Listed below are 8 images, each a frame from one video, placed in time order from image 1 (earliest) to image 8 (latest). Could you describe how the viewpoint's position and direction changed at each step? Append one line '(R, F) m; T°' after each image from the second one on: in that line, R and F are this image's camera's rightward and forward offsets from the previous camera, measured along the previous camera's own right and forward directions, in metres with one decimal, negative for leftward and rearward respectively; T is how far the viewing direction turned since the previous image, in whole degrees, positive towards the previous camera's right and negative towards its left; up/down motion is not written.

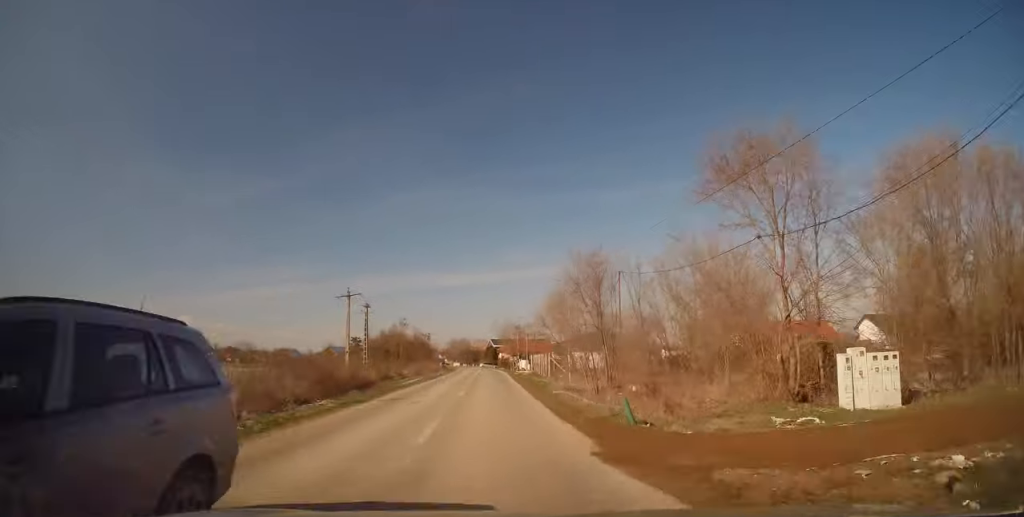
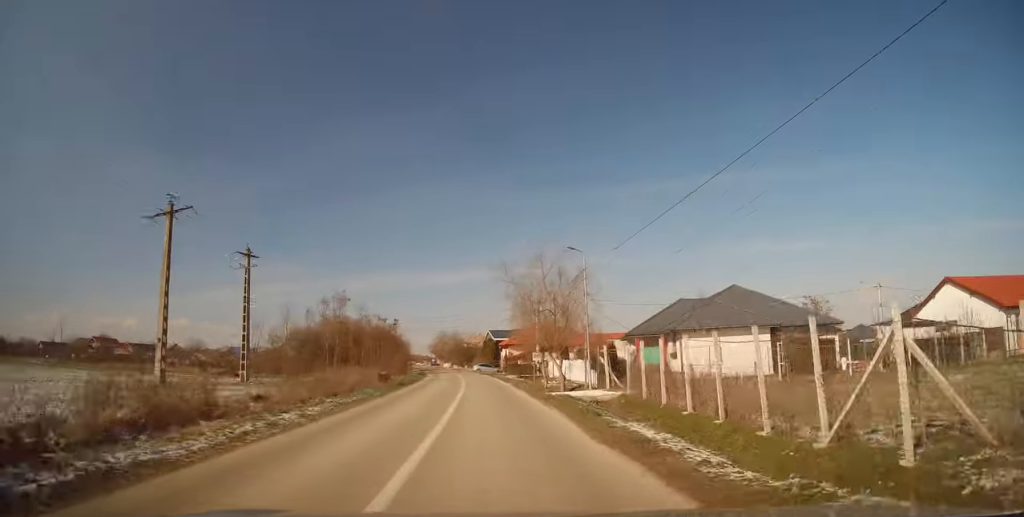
(0.0, +41.7) m; -1°
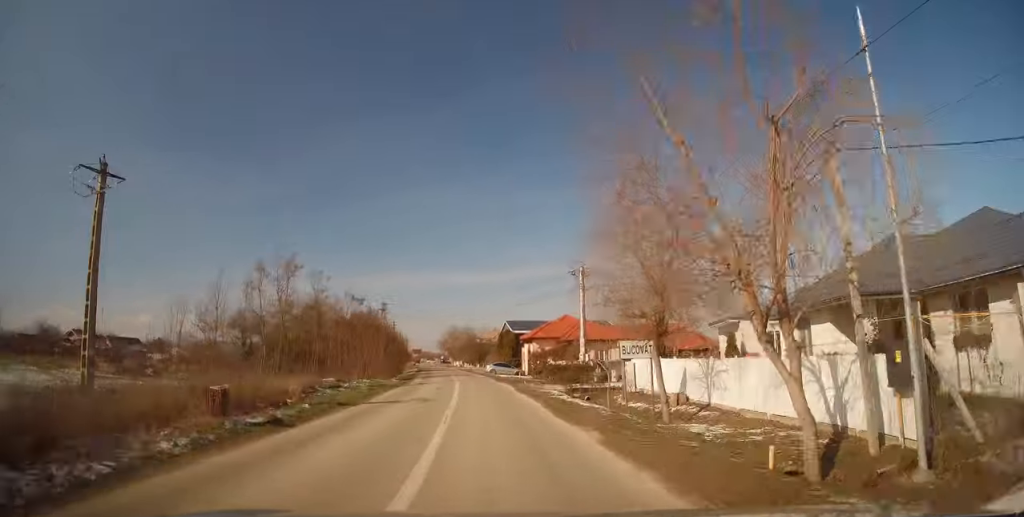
(-0.1, +19.8) m; -2°
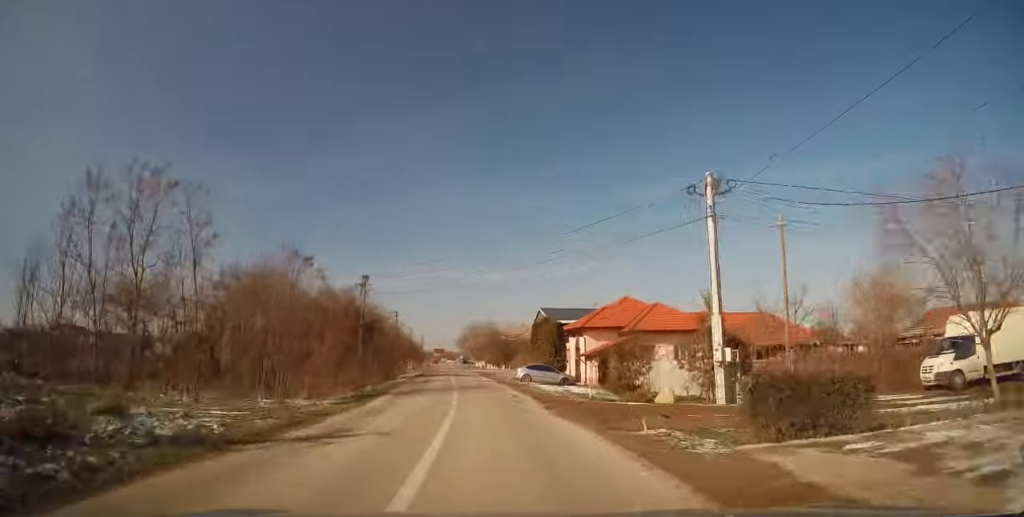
(-0.5, +19.6) m; -3°
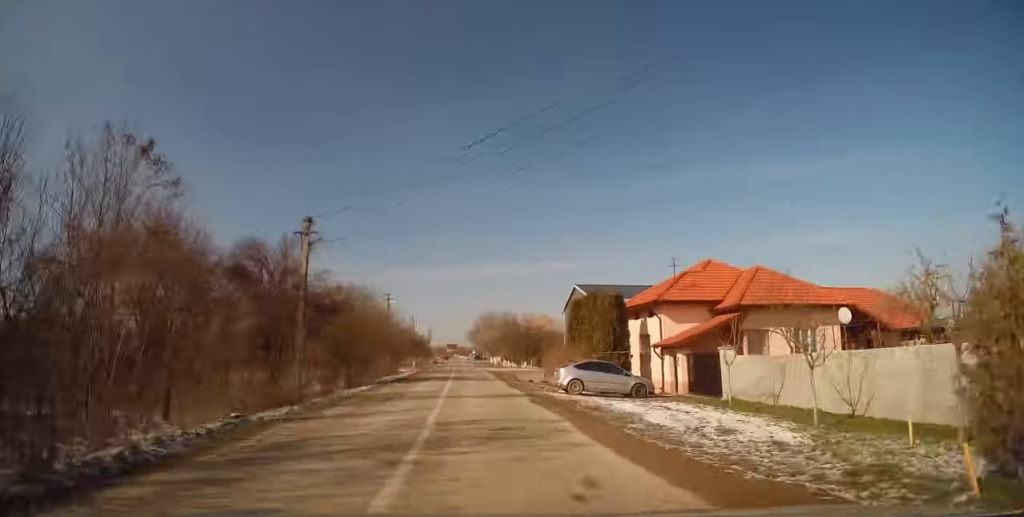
(-0.3, +15.7) m; -1°
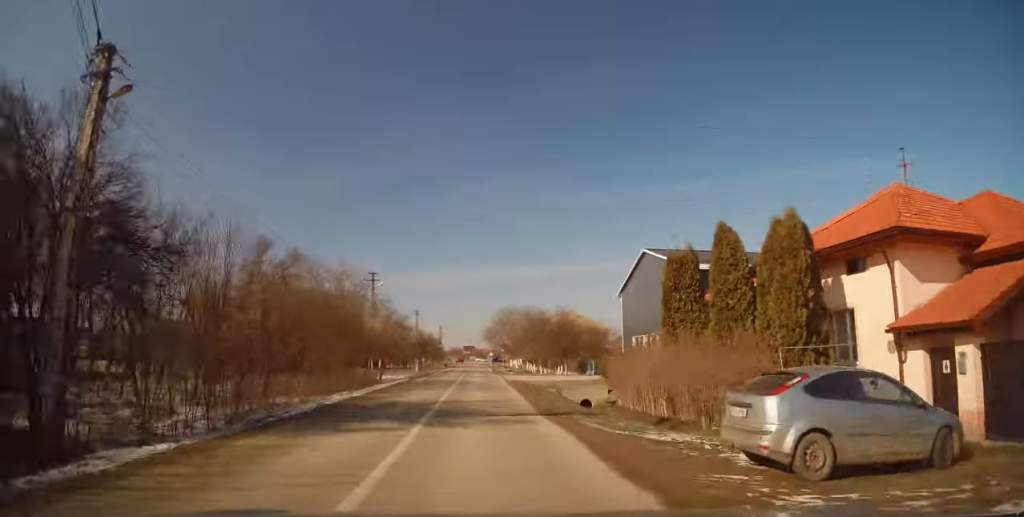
(-0.1, +15.7) m; -1°
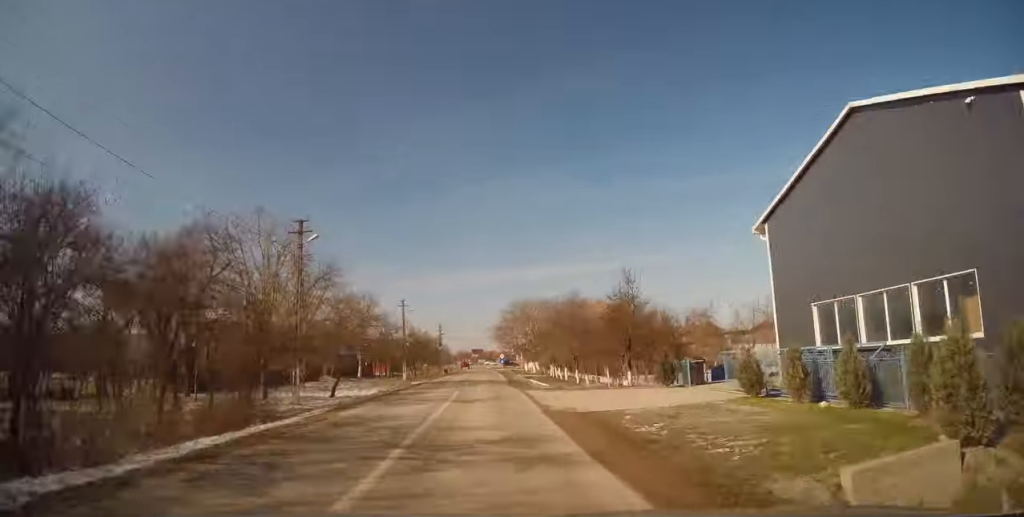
(-0.1, +17.8) m; -1°
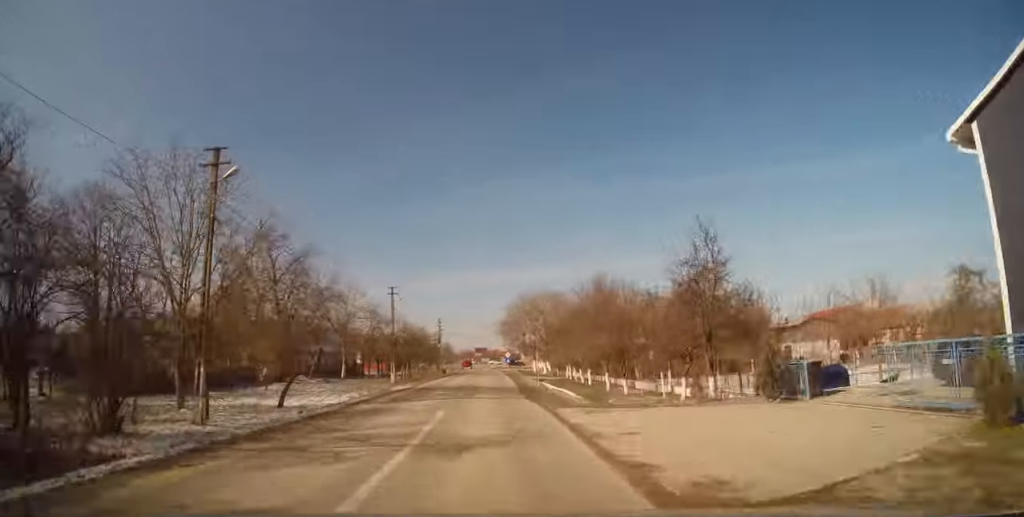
(-0.1, +8.6) m; -1°
